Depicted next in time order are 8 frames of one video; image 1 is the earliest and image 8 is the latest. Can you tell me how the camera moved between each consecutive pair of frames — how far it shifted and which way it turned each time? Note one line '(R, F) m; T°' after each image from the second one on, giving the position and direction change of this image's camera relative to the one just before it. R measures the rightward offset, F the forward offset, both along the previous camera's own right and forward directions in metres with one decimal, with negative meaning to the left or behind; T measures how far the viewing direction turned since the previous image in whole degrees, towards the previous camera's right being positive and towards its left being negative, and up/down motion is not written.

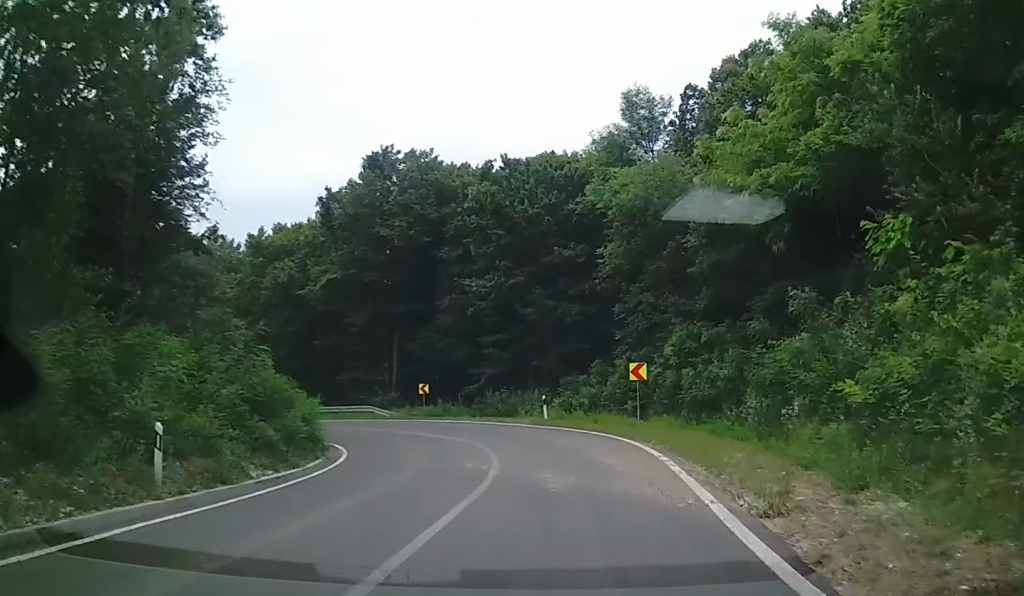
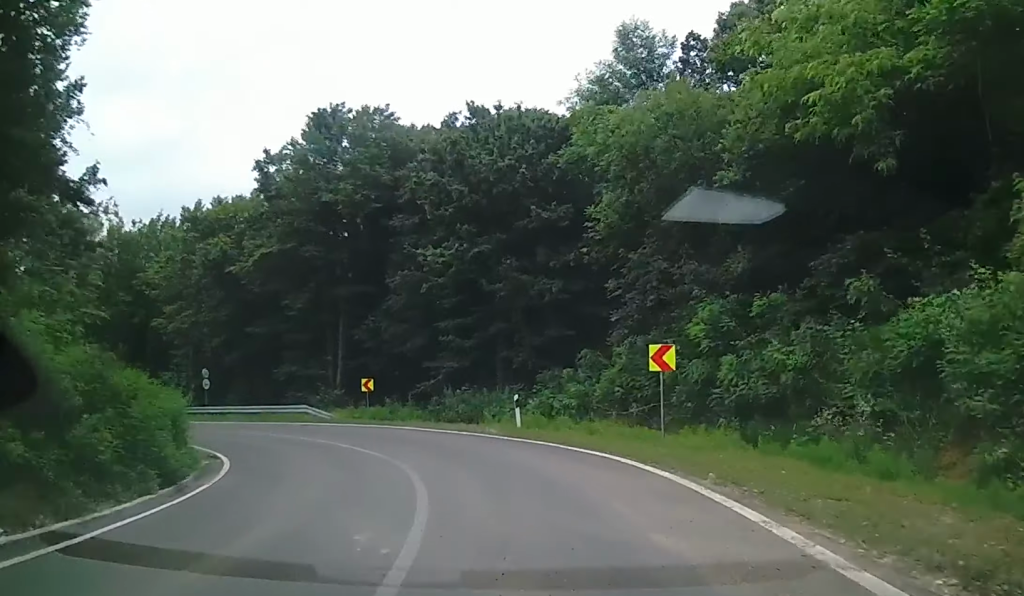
(+0.4, +7.8) m; -1°
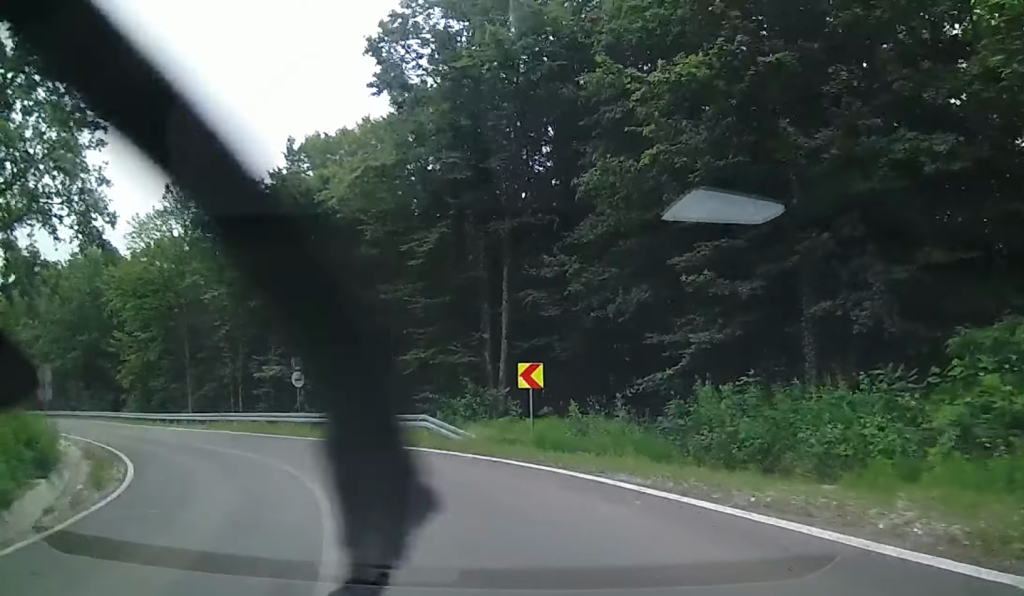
(-2.5, +17.0) m; -24°
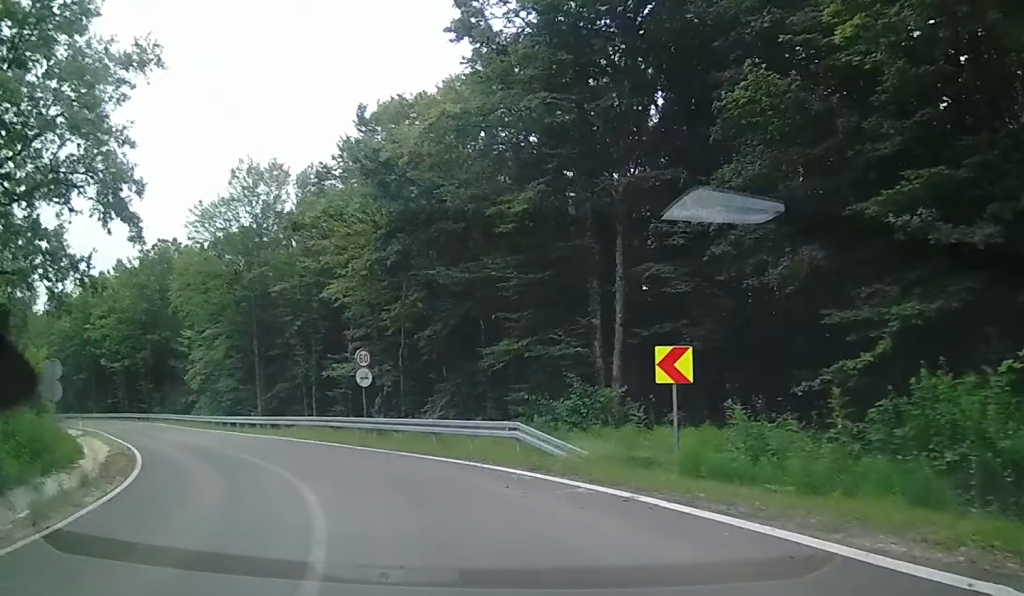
(-0.7, +5.0) m; -9°
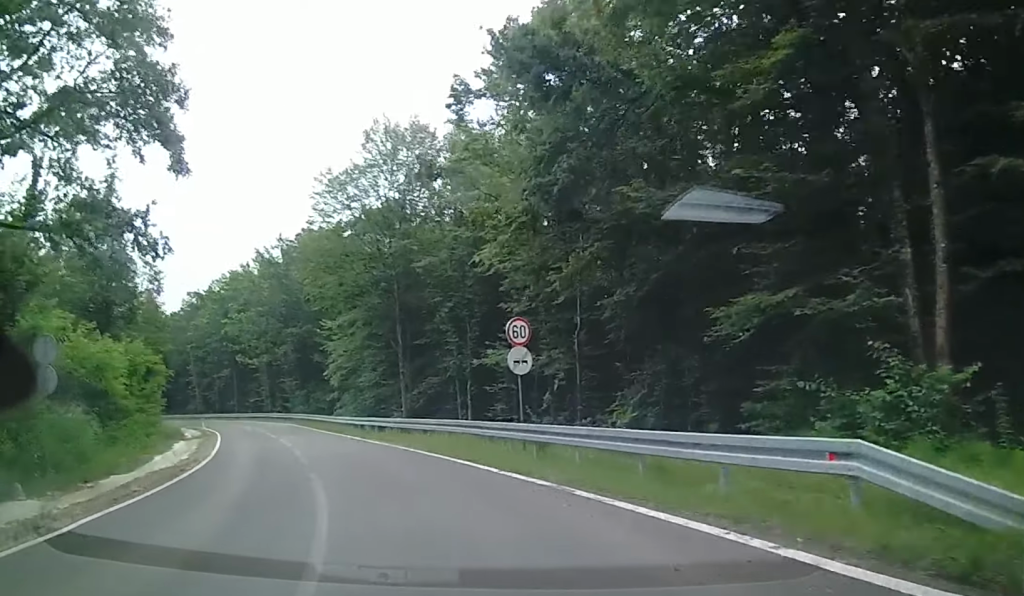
(-0.7, +7.8) m; -13°
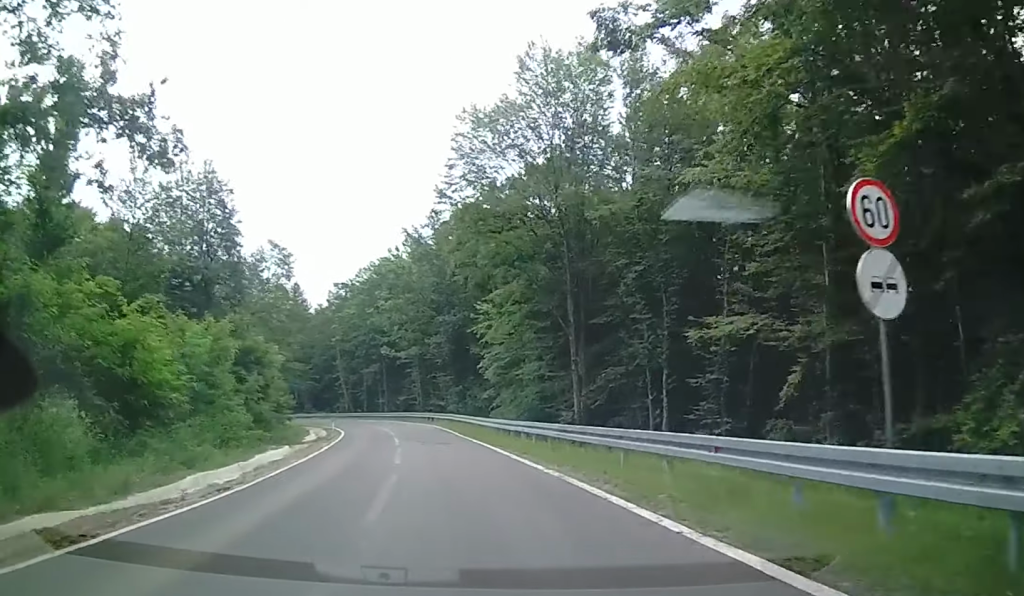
(-1.5, +8.9) m; -7°
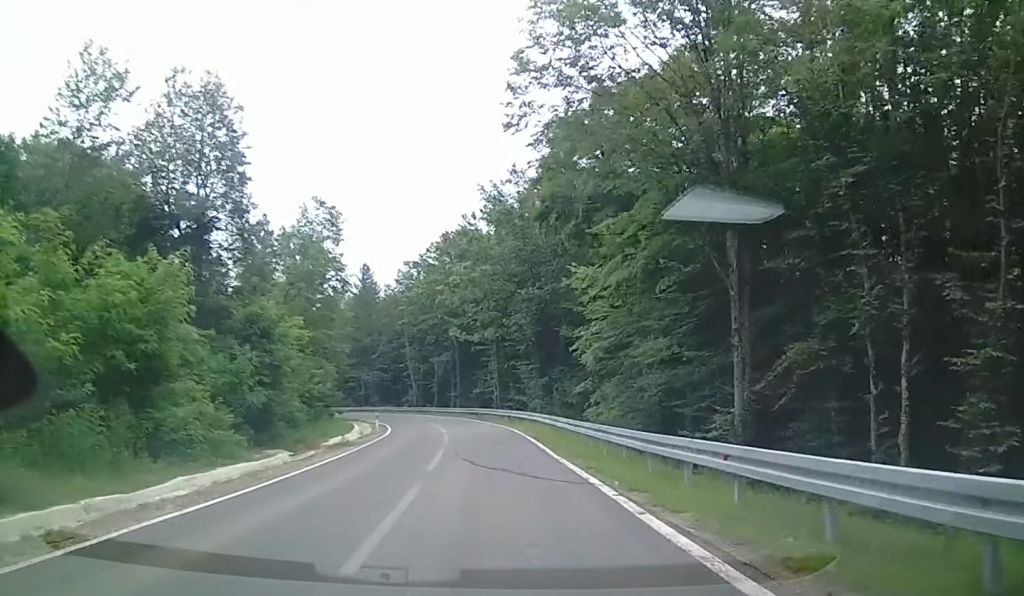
(+0.4, +12.0) m; +4°
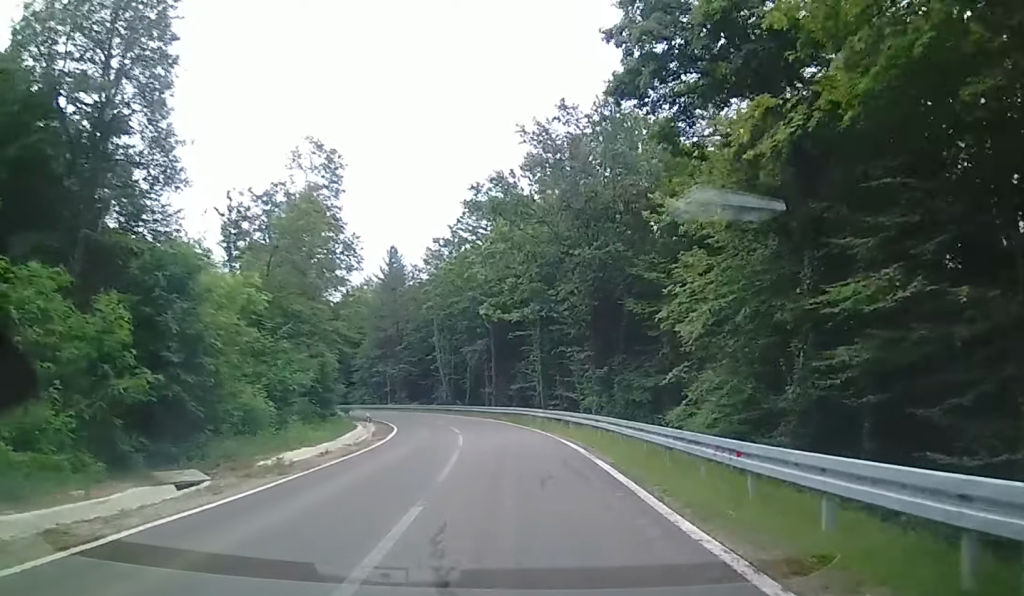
(+0.3, +12.0) m; -2°
